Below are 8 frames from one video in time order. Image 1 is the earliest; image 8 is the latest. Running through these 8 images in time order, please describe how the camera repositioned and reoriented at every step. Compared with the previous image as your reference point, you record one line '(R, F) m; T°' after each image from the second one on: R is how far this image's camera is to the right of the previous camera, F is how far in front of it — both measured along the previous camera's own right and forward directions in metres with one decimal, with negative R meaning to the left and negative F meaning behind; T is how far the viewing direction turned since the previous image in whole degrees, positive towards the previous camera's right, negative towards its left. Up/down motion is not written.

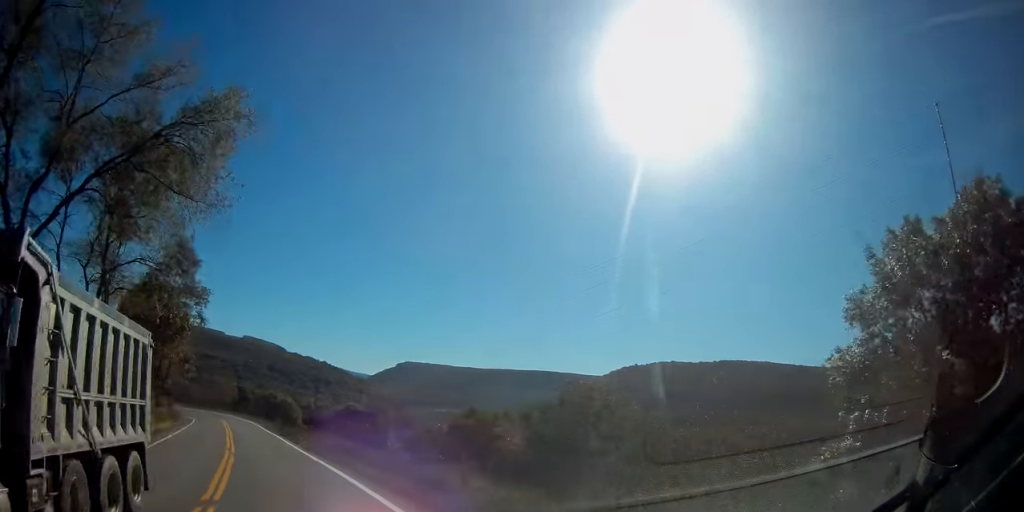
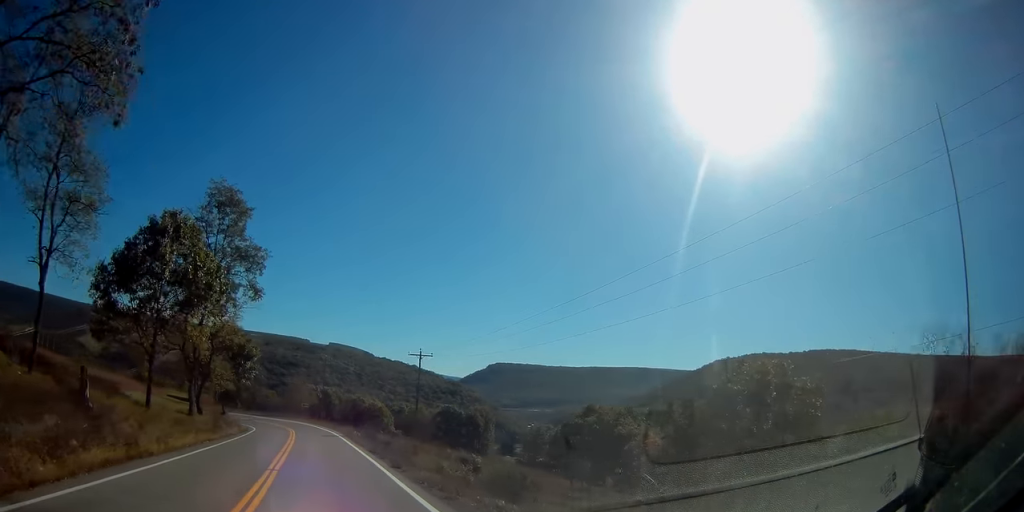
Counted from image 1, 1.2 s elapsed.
(-1.5, +16.9) m; -8°
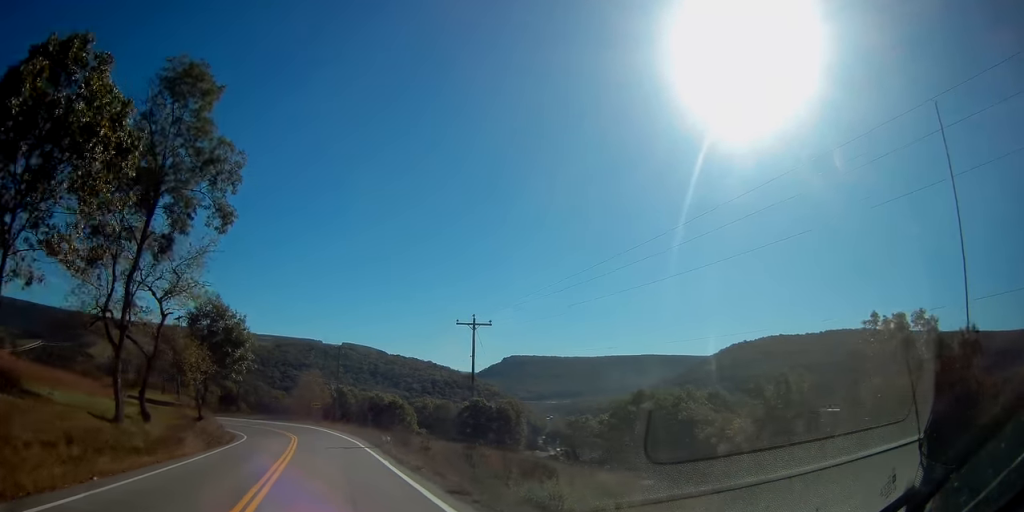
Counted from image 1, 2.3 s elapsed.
(-0.5, +16.4) m; -2°
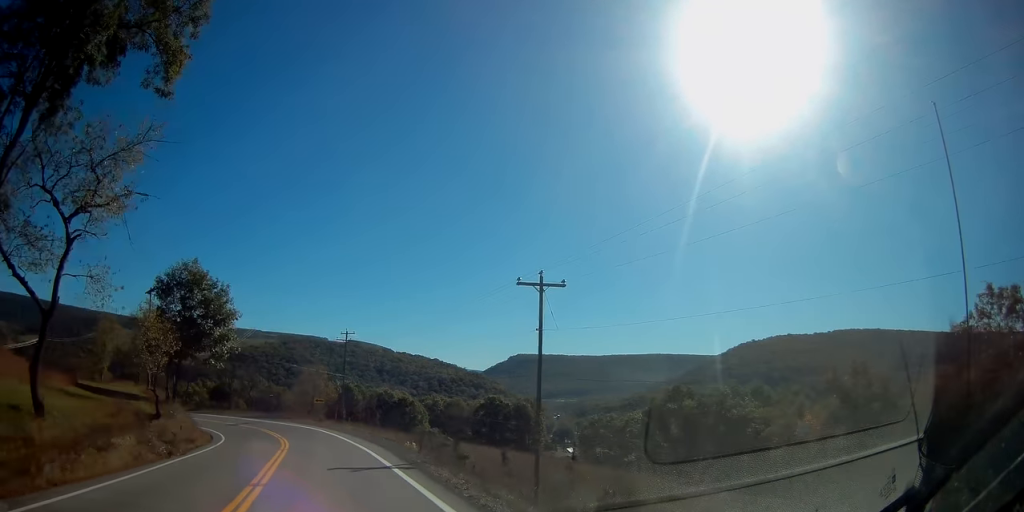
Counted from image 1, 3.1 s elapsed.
(0.0, +12.1) m; -1°
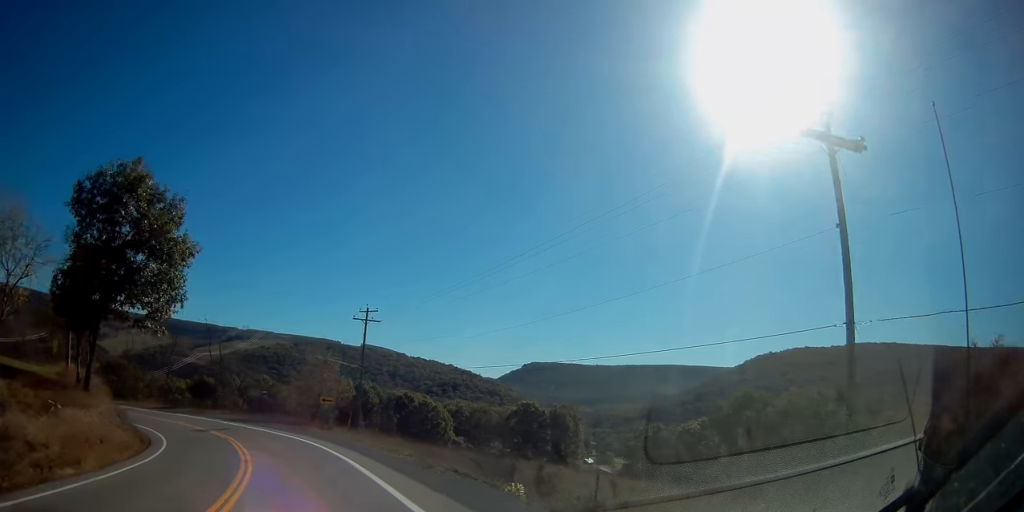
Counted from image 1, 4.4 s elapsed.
(-0.3, +18.7) m; -3°
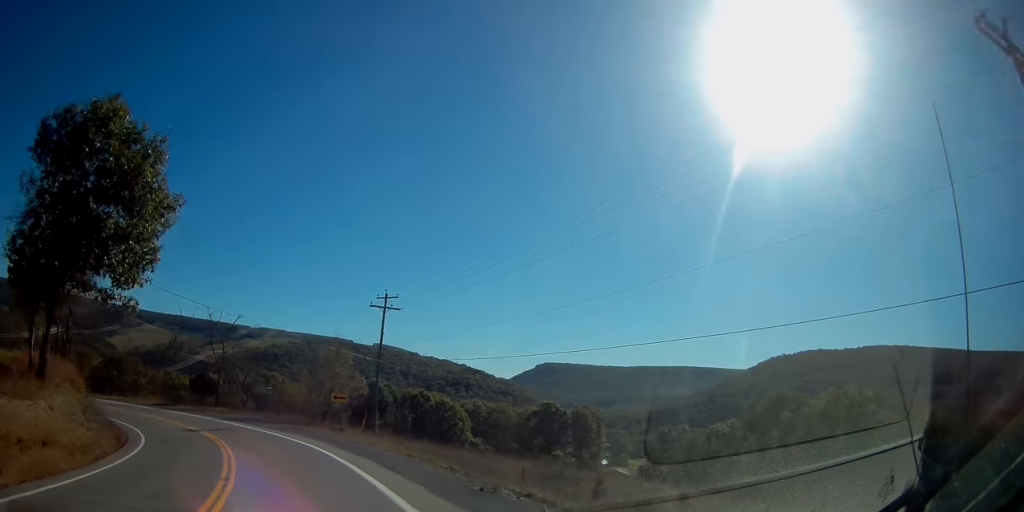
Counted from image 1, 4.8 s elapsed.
(0.0, +6.1) m; -2°
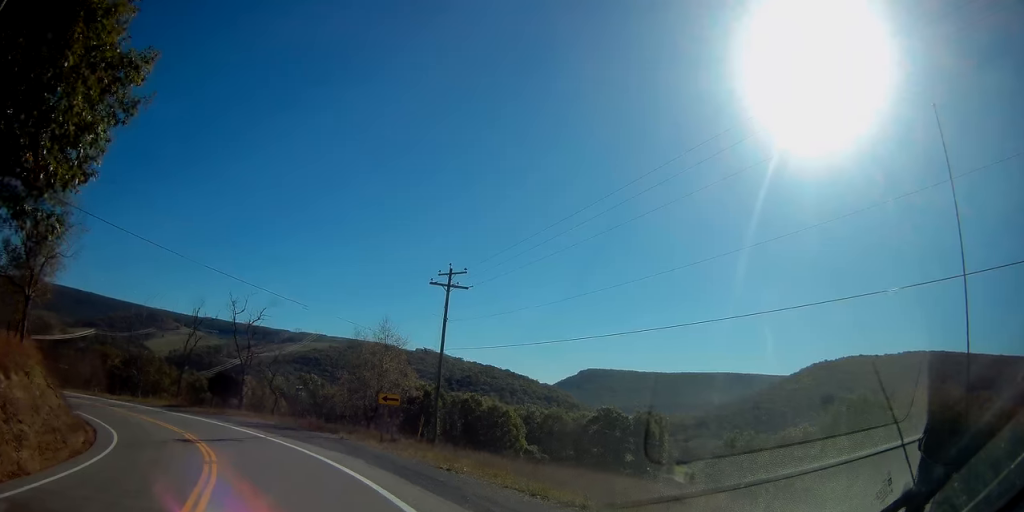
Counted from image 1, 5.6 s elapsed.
(-0.3, +9.8) m; -5°
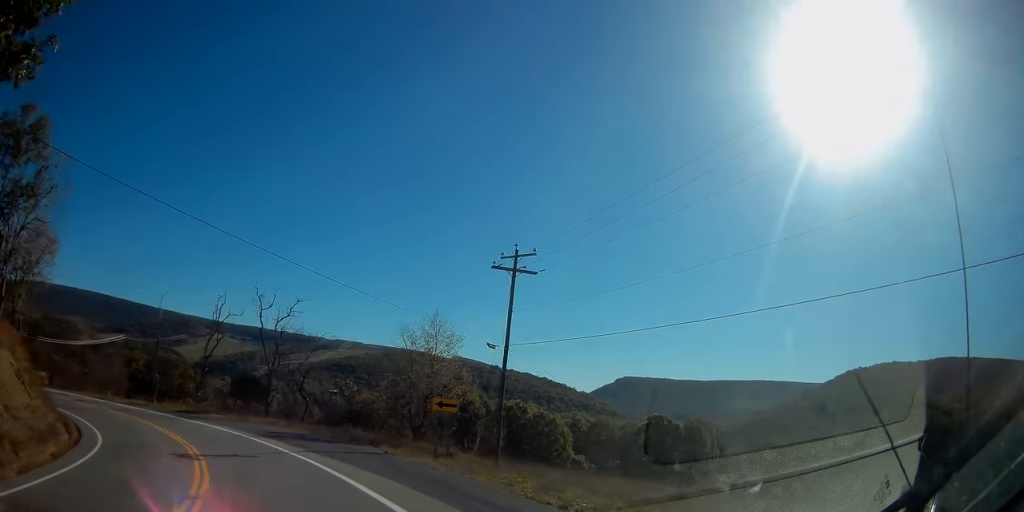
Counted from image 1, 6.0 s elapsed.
(-0.1, +6.0) m; -3°
